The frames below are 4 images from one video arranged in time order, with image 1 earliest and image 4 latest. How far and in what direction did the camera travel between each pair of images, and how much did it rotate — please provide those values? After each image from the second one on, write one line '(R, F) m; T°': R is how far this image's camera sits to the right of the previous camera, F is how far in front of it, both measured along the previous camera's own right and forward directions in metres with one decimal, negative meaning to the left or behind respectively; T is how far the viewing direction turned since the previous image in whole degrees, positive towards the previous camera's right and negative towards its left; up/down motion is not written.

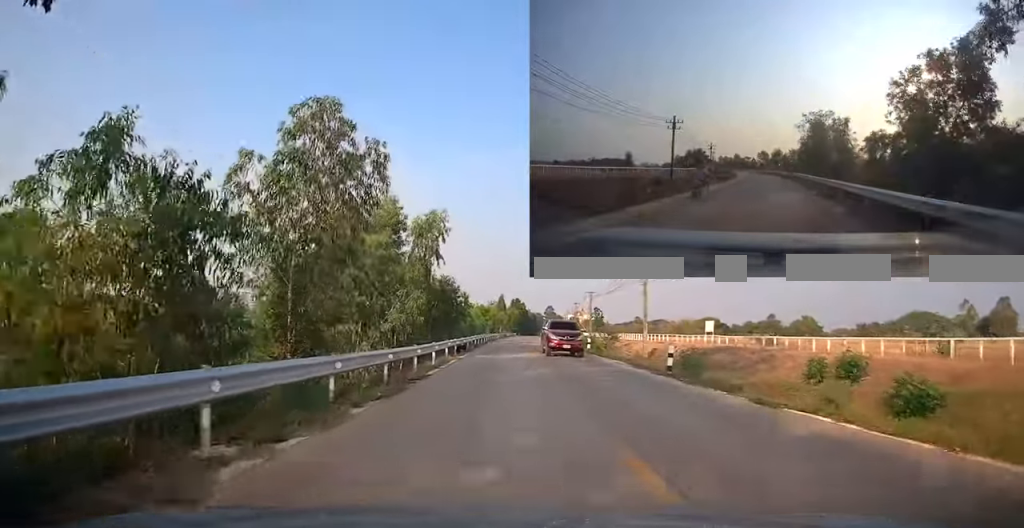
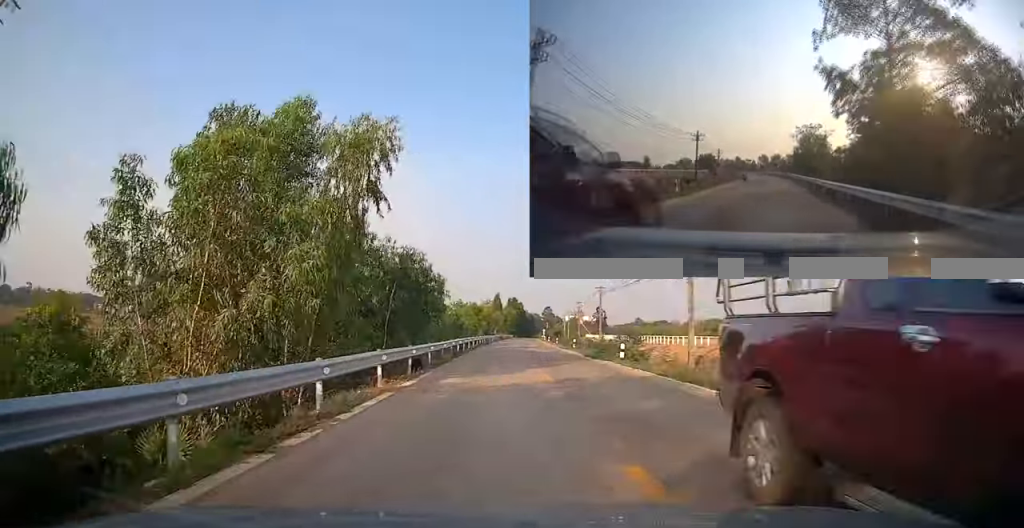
(-0.2, +12.2) m; 0°
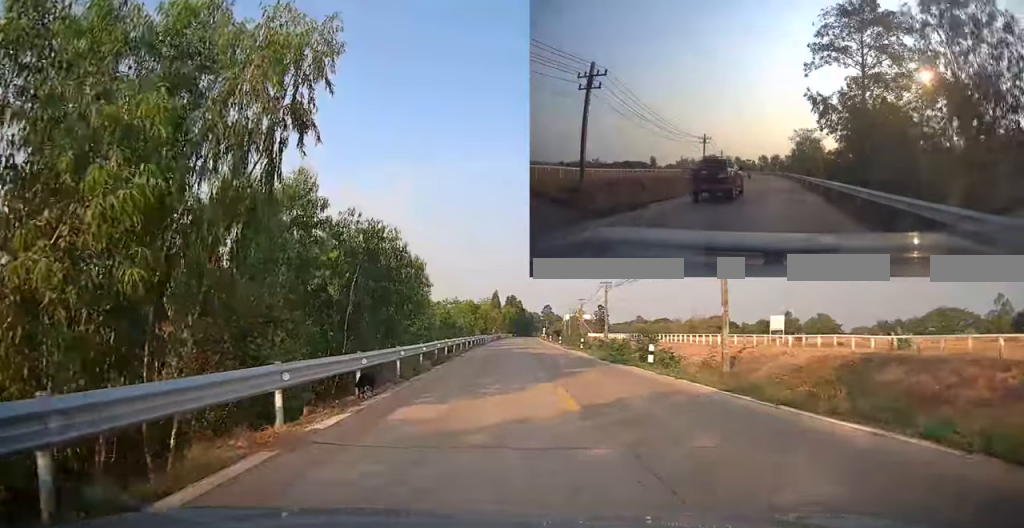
(+0.1, +5.5) m; +1°
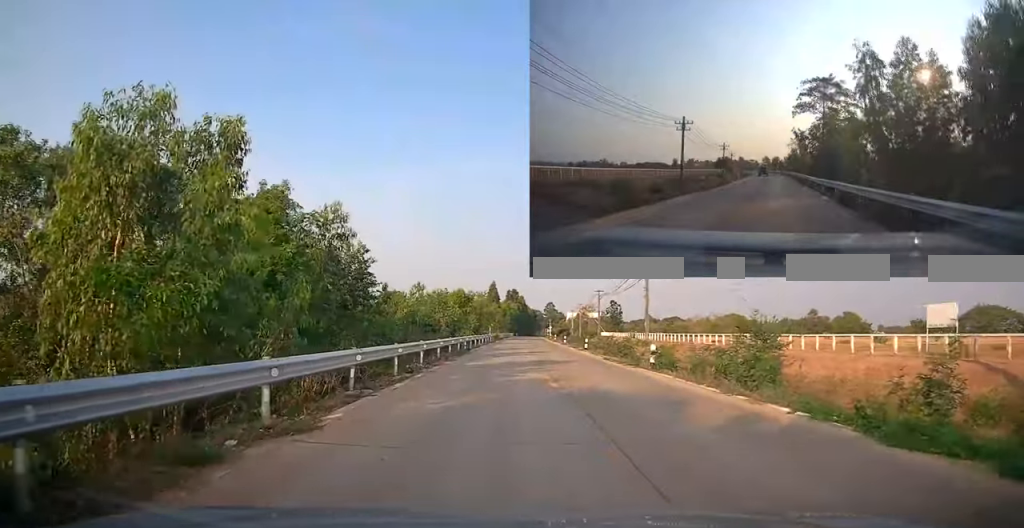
(+0.2, +20.1) m; 0°
